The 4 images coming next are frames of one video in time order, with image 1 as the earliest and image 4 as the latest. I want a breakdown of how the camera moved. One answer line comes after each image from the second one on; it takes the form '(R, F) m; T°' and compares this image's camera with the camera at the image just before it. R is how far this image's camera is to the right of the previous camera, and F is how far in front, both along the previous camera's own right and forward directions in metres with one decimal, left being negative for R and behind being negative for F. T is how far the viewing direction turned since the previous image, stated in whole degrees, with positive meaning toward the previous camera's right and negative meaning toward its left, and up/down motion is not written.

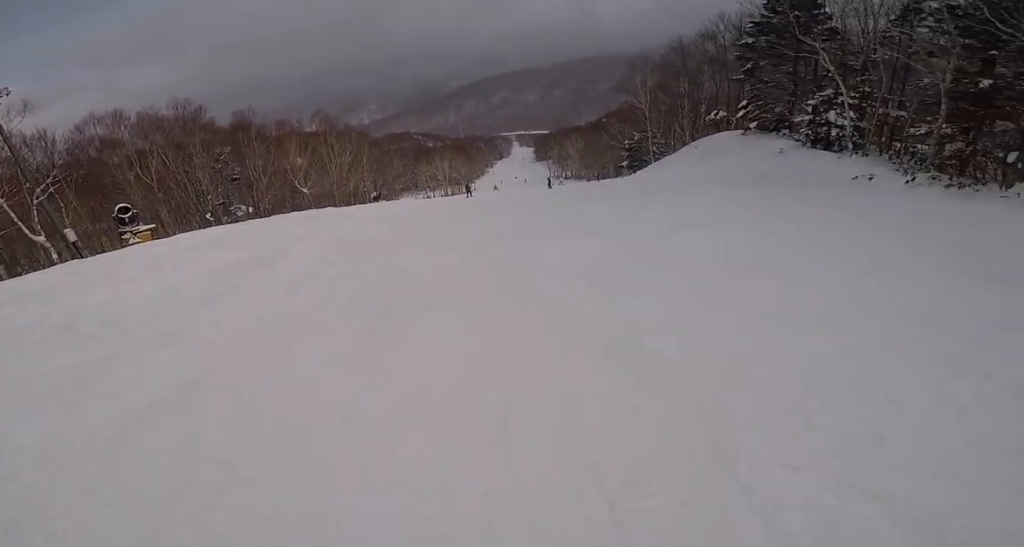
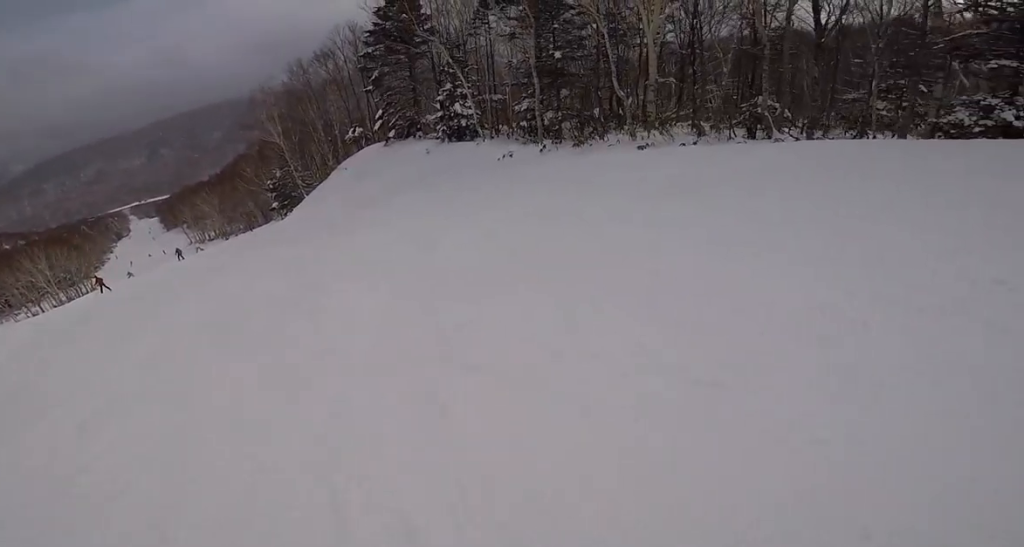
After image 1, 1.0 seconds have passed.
(+1.2, +3.2) m; +11°
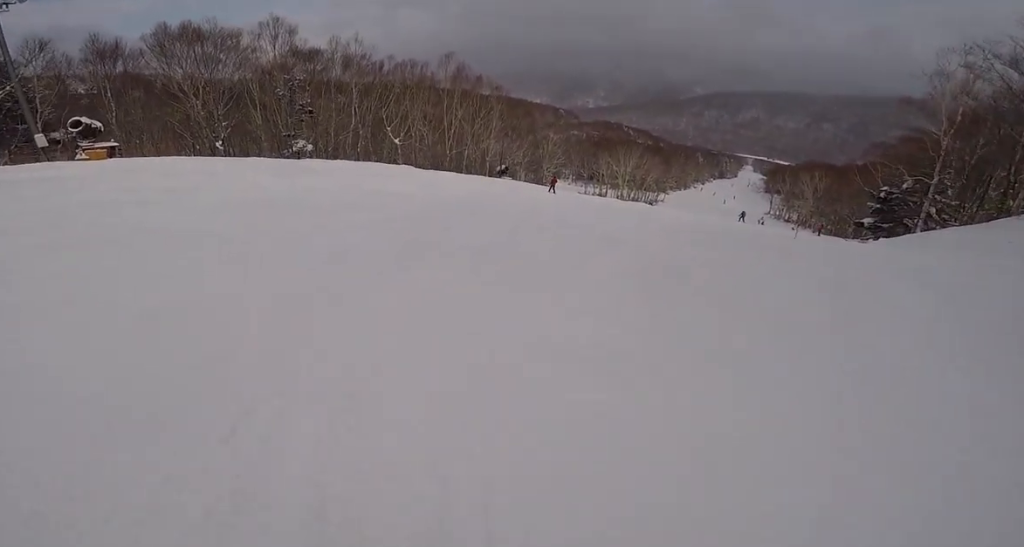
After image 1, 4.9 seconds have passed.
(-9.2, +7.6) m; -86°
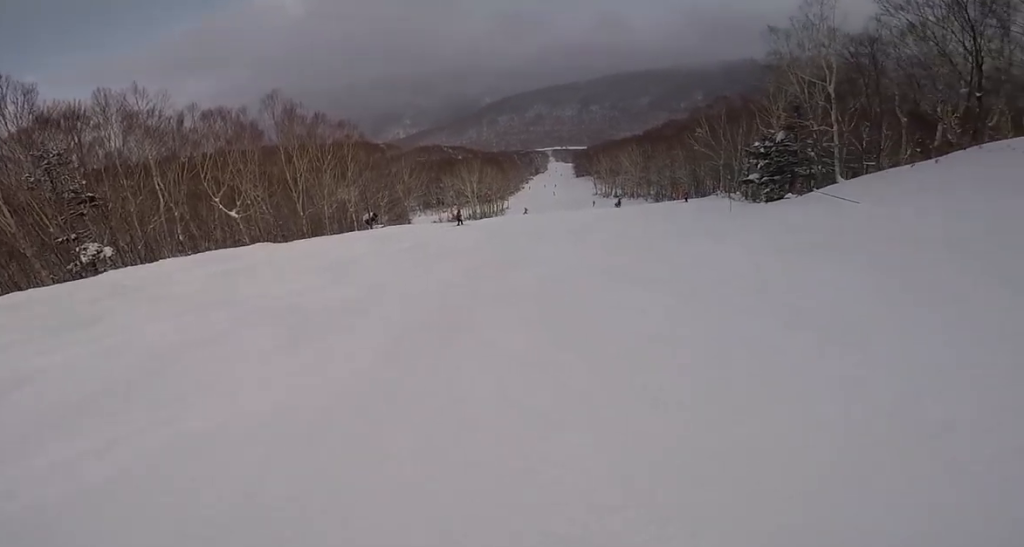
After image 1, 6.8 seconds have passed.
(+2.6, +6.5) m; +56°
